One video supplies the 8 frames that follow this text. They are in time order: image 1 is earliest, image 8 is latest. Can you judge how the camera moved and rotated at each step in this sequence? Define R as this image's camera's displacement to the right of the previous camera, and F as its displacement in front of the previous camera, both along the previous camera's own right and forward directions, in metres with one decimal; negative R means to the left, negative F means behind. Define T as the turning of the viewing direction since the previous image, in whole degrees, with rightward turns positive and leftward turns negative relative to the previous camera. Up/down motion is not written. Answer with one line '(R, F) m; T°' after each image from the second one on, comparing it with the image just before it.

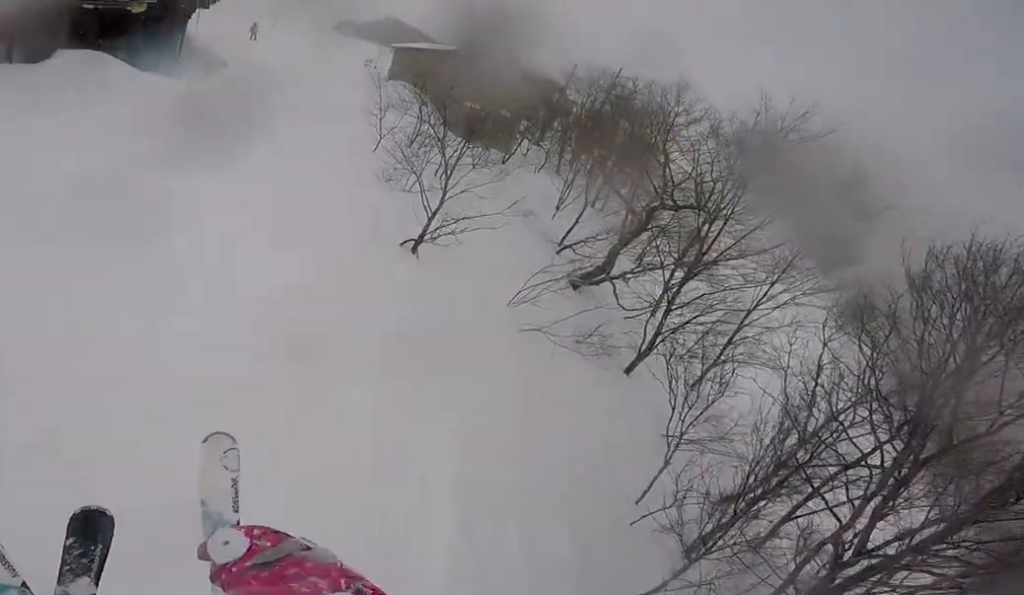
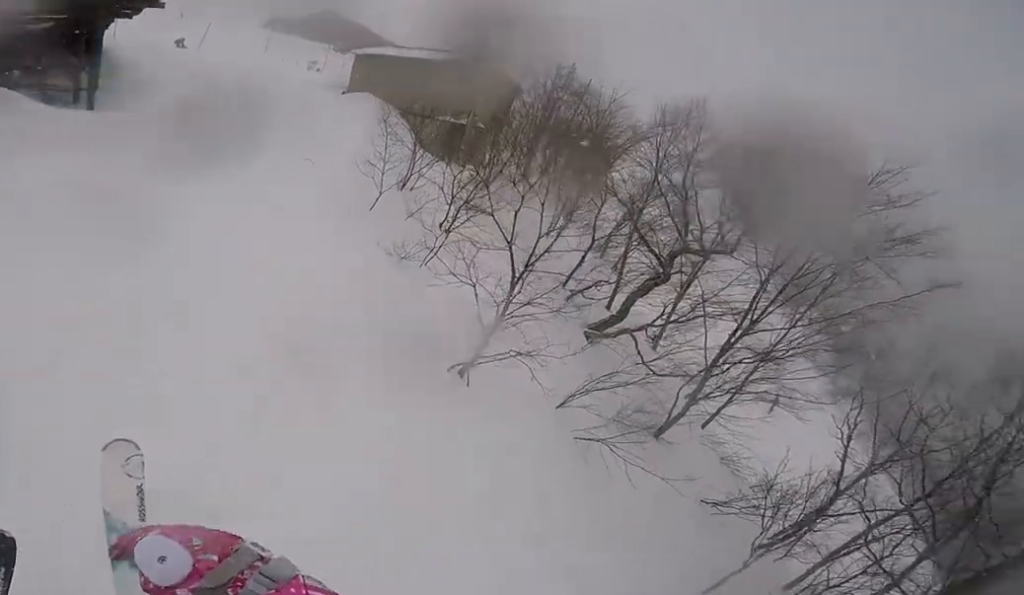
(0.0, +3.8) m; -4°
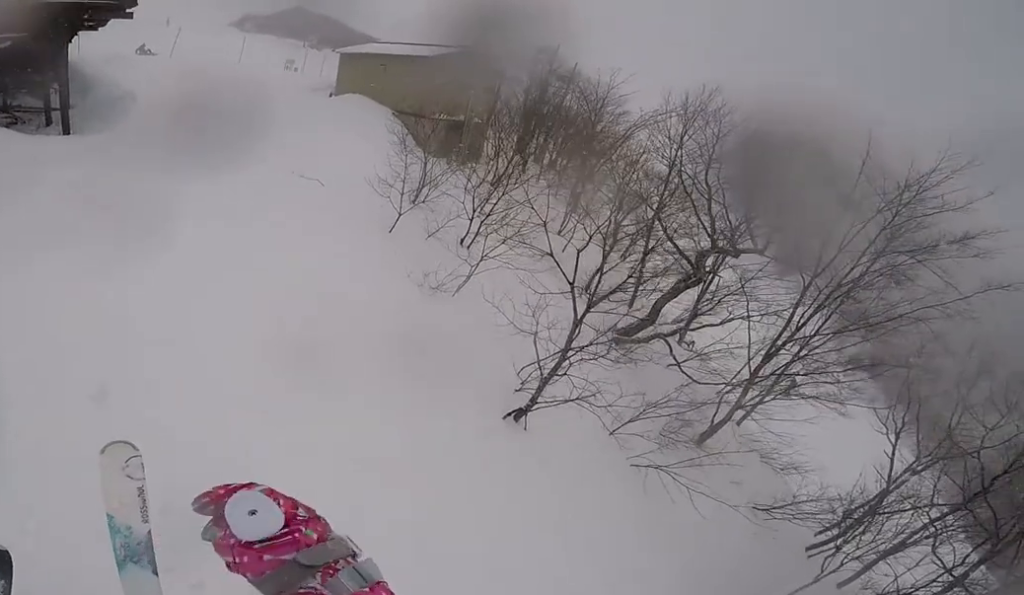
(+0.5, +1.2) m; +4°
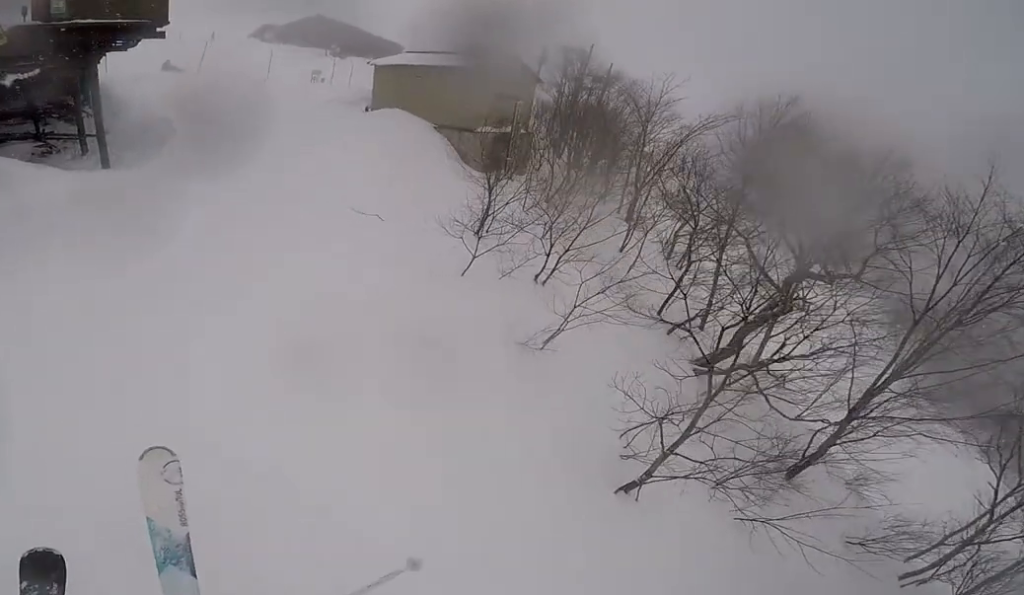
(+0.2, +1.5) m; -7°
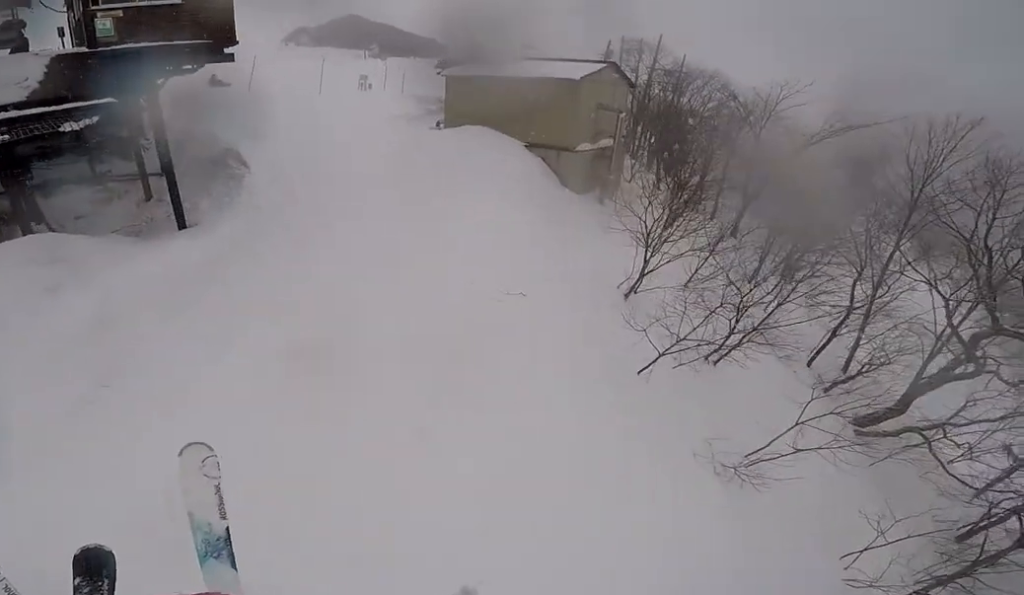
(-0.9, +3.4) m; -2°
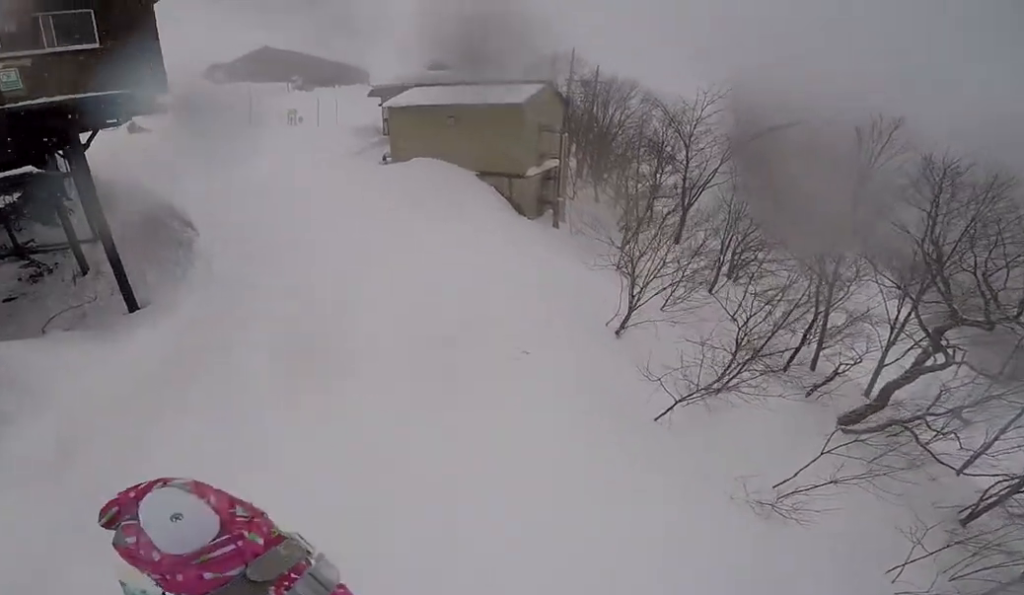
(+0.2, +1.6) m; +7°
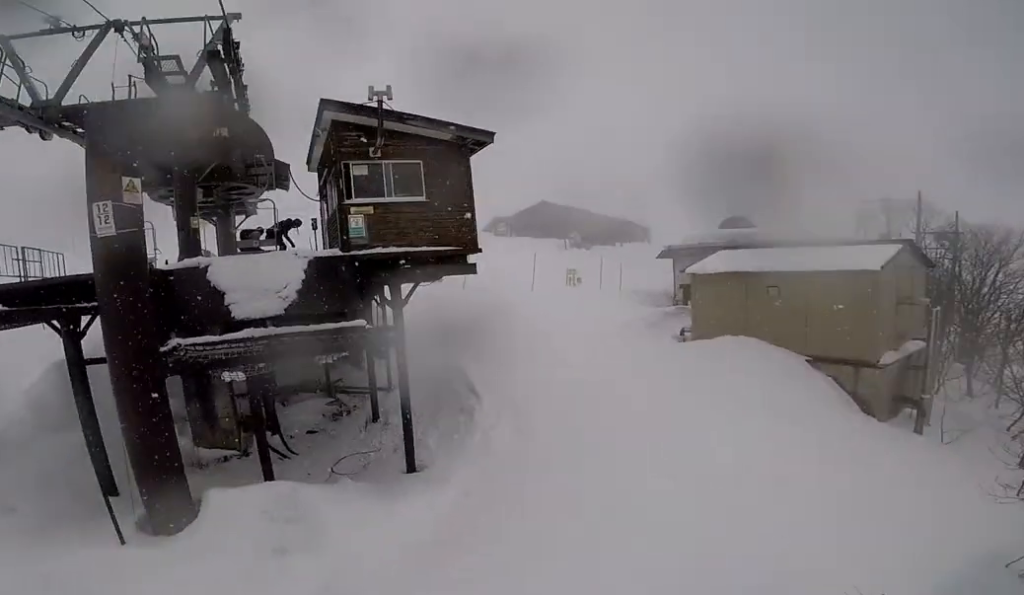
(0.0, +1.0) m; +1°
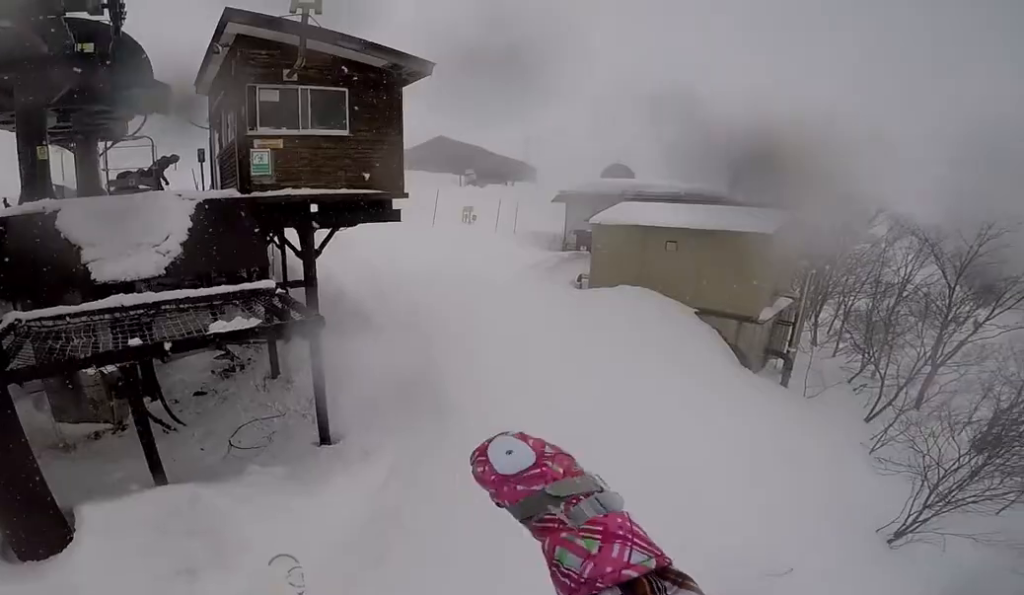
(0.0, +1.5) m; +1°
